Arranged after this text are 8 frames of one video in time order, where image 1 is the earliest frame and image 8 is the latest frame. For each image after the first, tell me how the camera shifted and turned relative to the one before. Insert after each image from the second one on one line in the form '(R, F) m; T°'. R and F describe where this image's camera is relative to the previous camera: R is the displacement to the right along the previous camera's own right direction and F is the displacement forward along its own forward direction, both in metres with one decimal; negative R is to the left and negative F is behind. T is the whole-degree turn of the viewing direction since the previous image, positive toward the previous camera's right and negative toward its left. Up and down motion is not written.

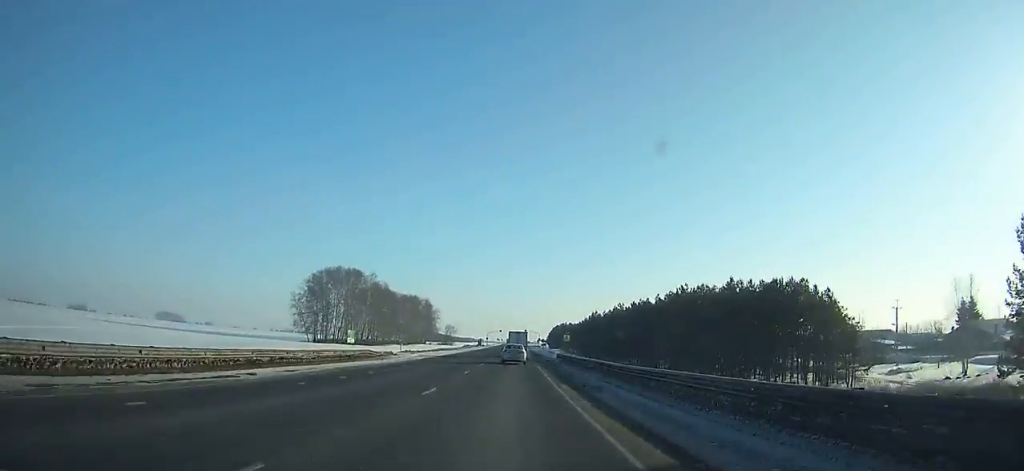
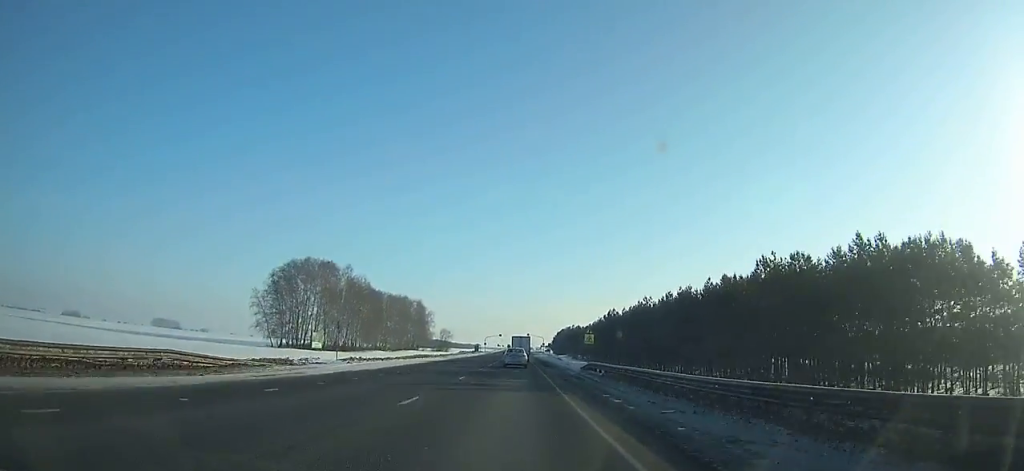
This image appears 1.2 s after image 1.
(0.0, +26.5) m; 0°
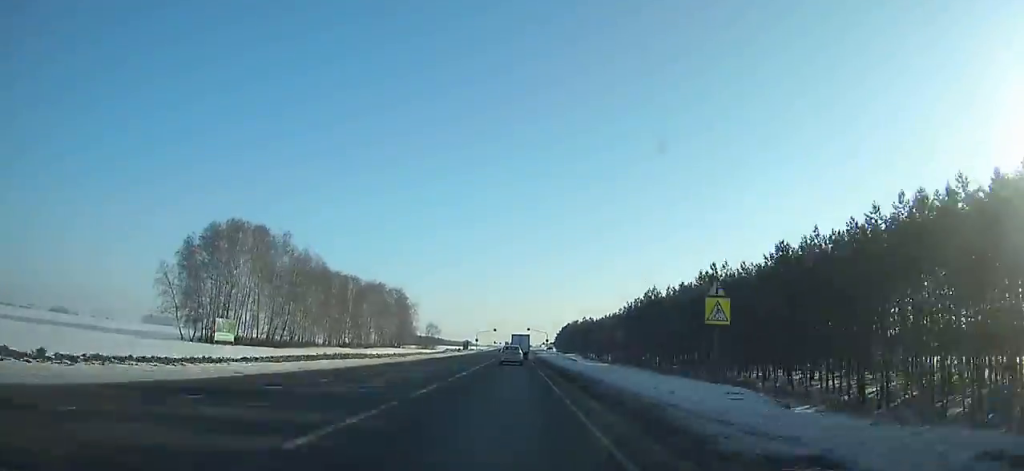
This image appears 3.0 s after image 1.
(-0.1, +40.1) m; 0°
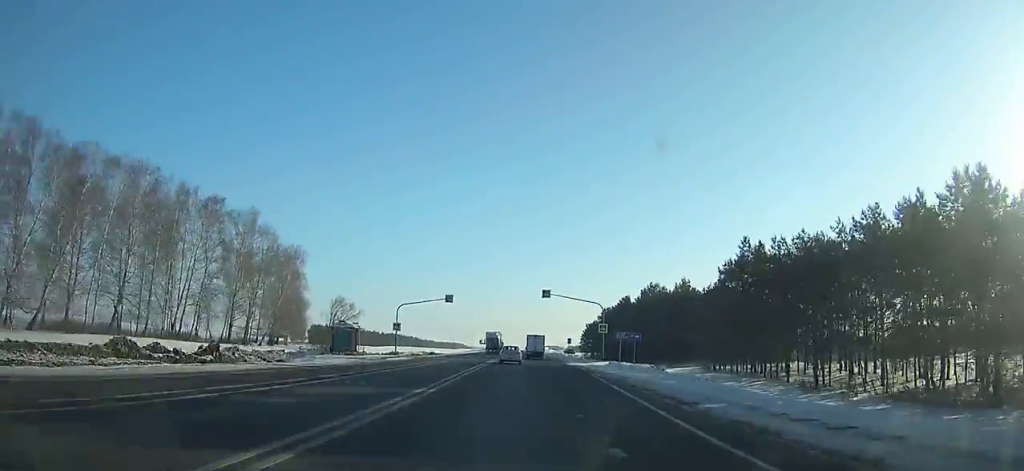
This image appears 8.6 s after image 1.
(+0.2, +128.0) m; 0°
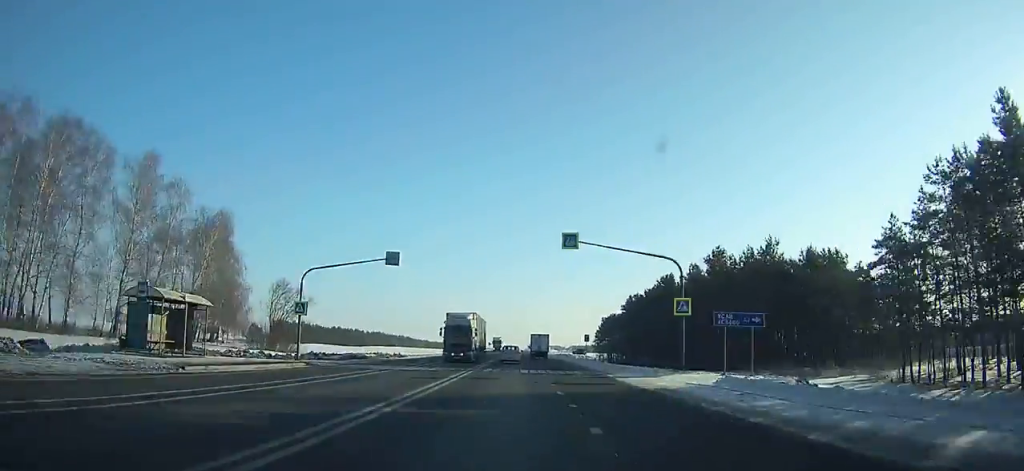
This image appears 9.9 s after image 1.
(+0.1, +30.6) m; 0°
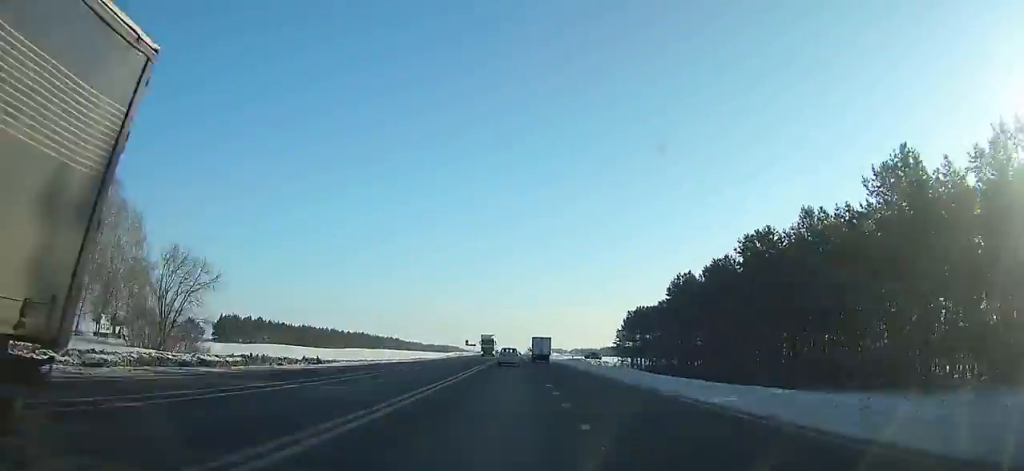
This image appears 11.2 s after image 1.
(-0.1, +31.5) m; 0°
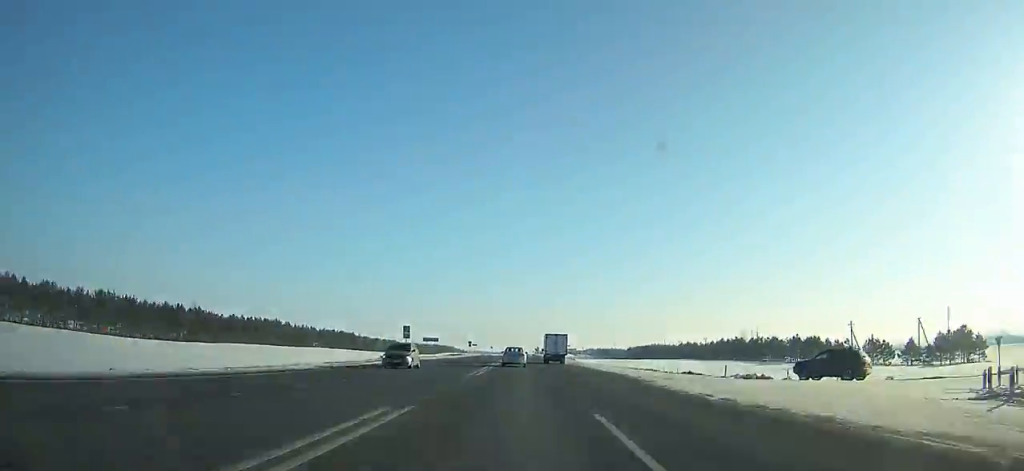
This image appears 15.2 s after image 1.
(-0.1, +98.5) m; 0°
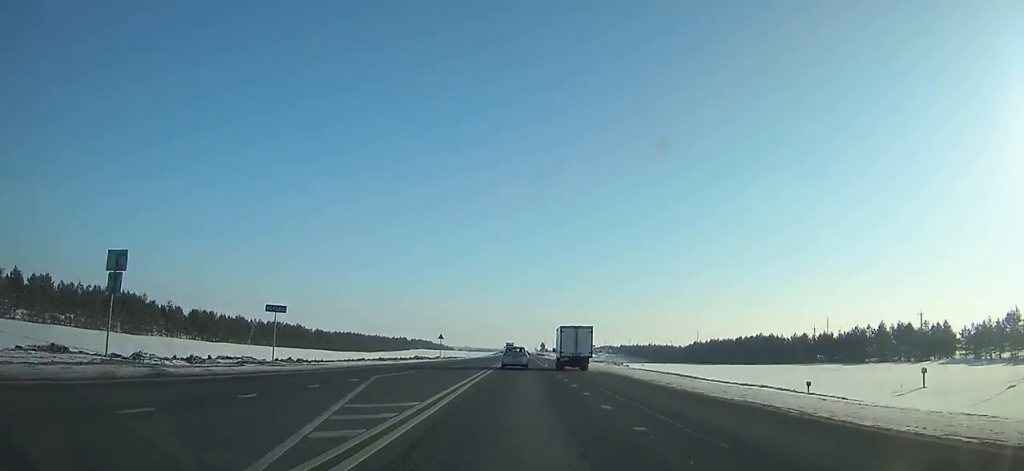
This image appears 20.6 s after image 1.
(-0.1, +138.0) m; 0°
